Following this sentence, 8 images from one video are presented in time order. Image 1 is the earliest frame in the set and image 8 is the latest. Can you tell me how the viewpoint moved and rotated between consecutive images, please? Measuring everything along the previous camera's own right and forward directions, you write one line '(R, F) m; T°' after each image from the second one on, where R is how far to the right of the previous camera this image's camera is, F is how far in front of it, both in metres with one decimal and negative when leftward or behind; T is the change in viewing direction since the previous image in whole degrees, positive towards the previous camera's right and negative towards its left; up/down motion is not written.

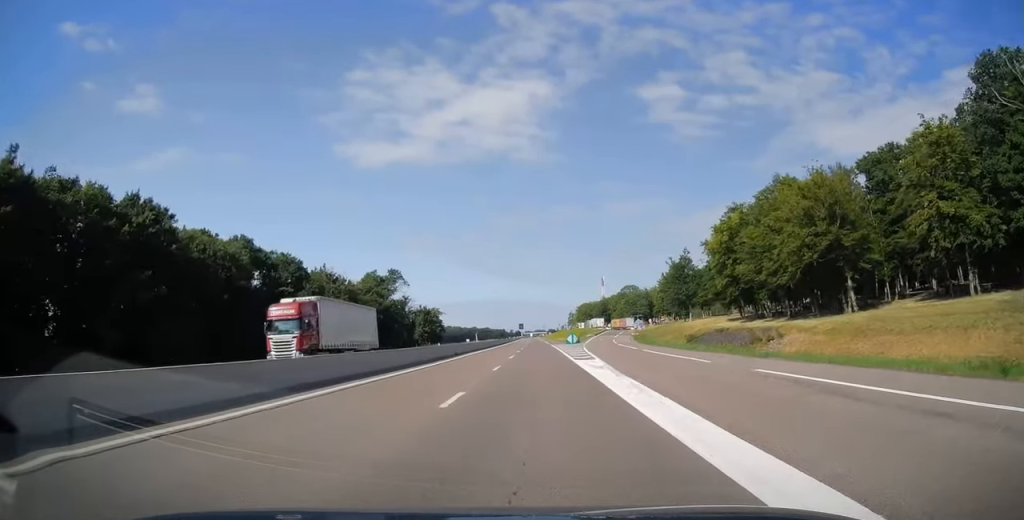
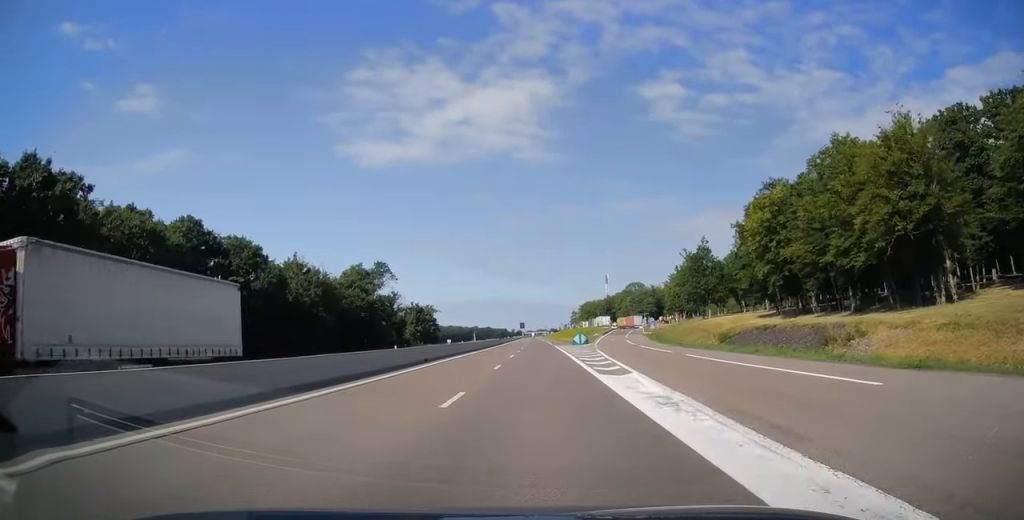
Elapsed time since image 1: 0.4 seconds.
(-0.2, +12.7) m; 0°
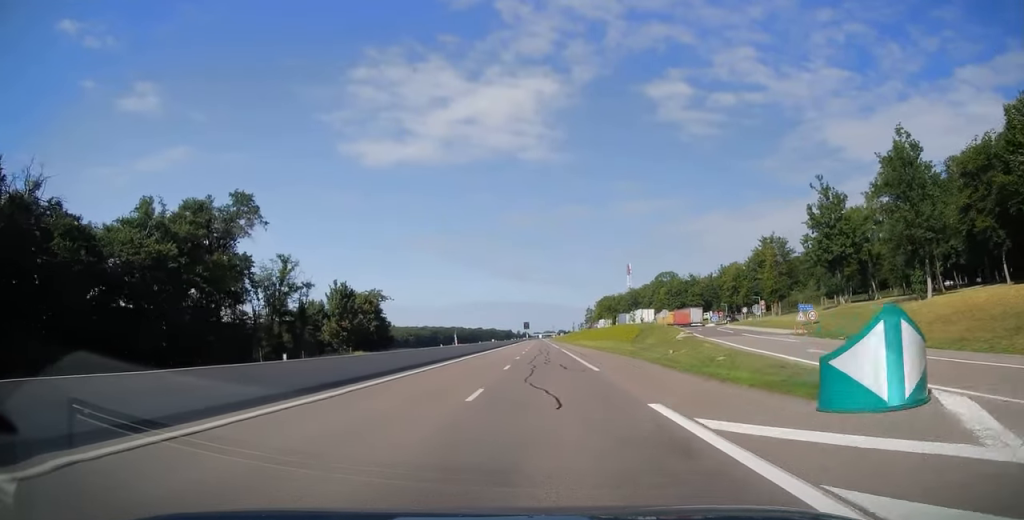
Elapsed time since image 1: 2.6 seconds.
(+0.3, +62.7) m; 0°
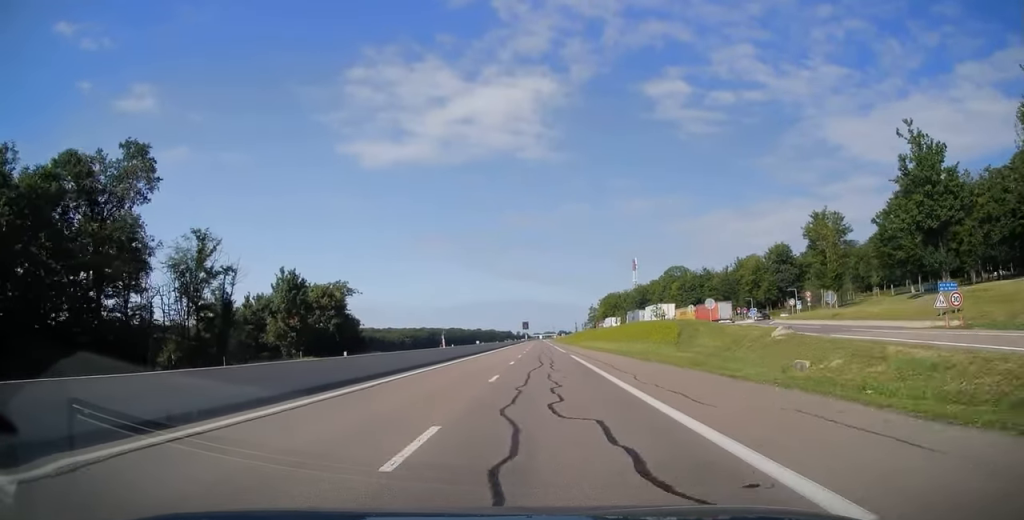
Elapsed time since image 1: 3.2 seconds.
(0.0, +19.6) m; 0°
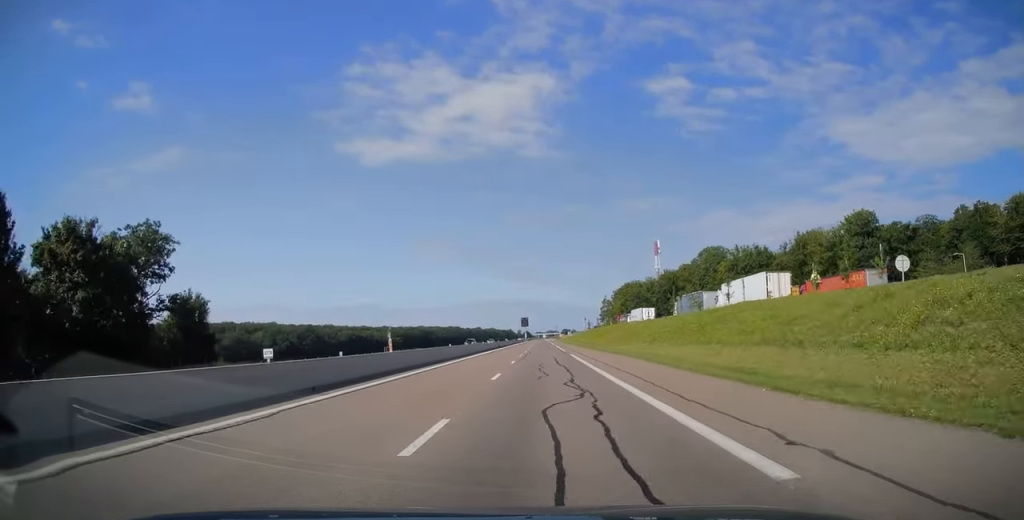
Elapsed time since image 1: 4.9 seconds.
(0.0, +48.8) m; 0°
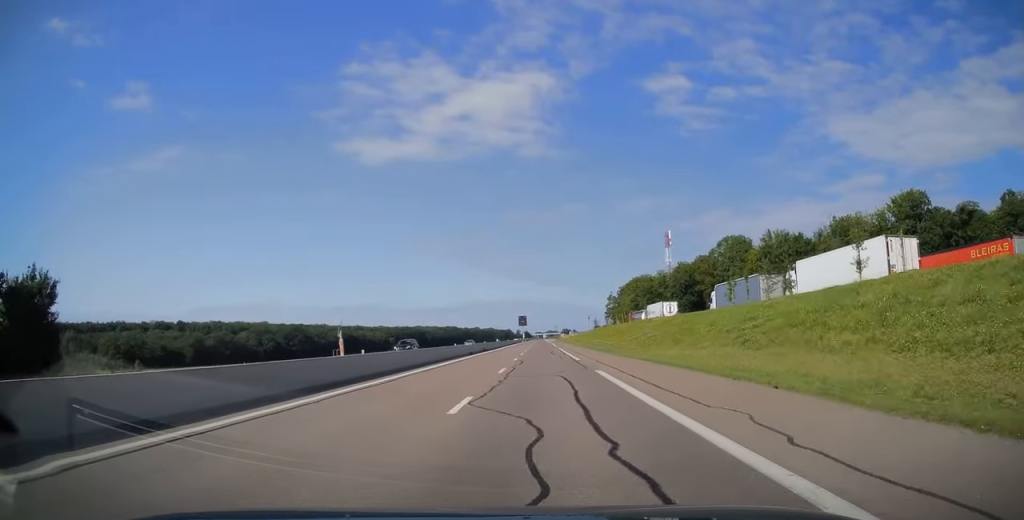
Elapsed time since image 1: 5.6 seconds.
(-0.2, +21.0) m; 0°
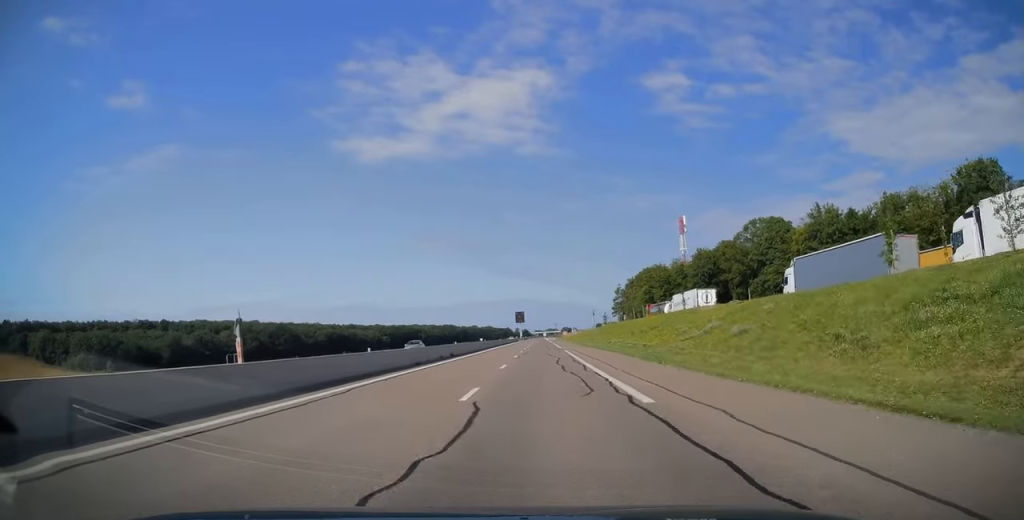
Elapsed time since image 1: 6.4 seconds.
(0.0, +23.0) m; 0°
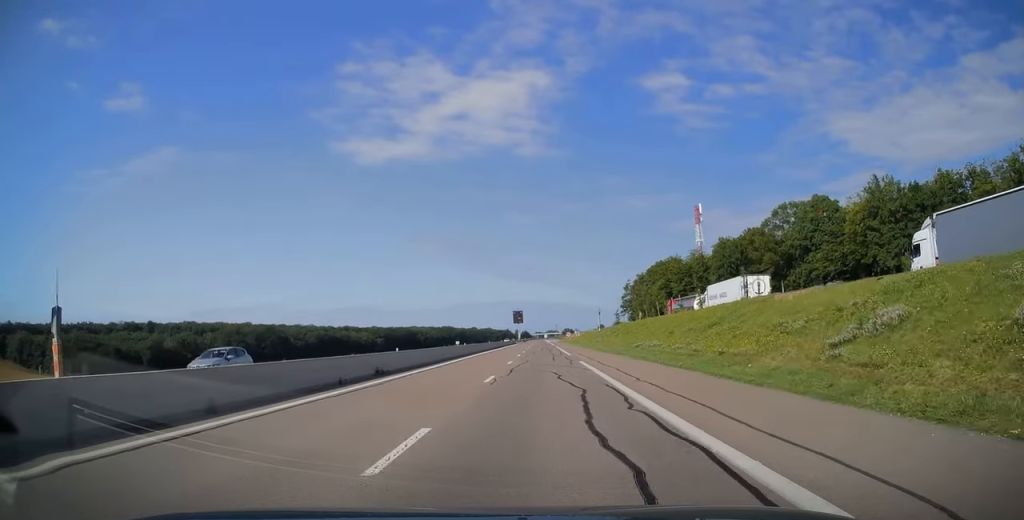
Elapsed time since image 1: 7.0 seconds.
(+0.2, +19.0) m; 0°
